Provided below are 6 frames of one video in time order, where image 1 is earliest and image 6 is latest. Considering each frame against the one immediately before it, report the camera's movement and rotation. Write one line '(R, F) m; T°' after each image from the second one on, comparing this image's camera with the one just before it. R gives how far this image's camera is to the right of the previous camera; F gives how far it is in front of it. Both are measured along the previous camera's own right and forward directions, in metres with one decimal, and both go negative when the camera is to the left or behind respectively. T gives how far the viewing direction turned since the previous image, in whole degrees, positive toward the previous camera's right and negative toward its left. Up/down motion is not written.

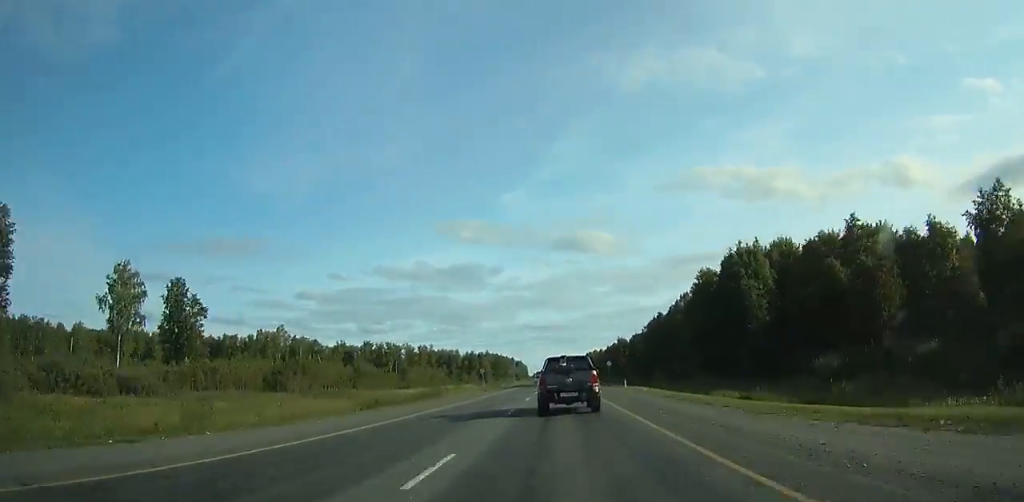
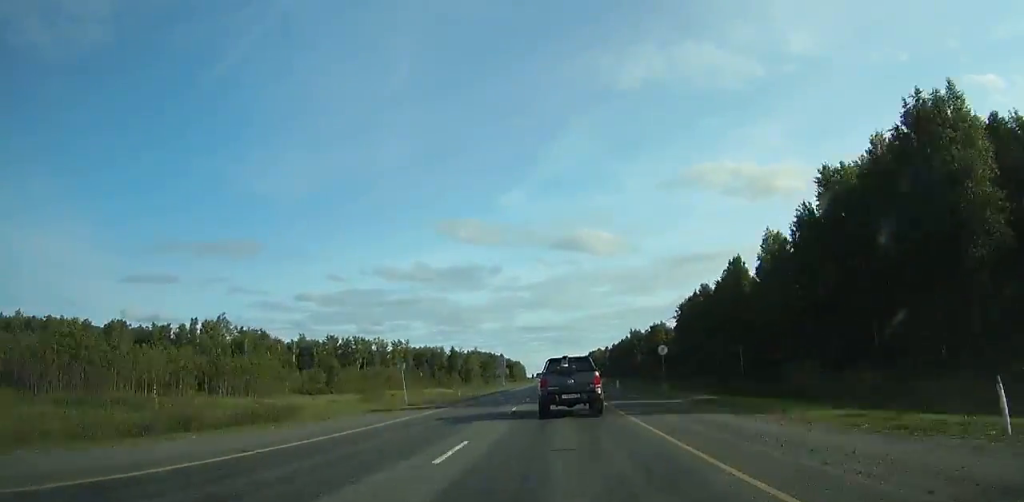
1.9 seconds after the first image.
(0.0, +46.4) m; +1°
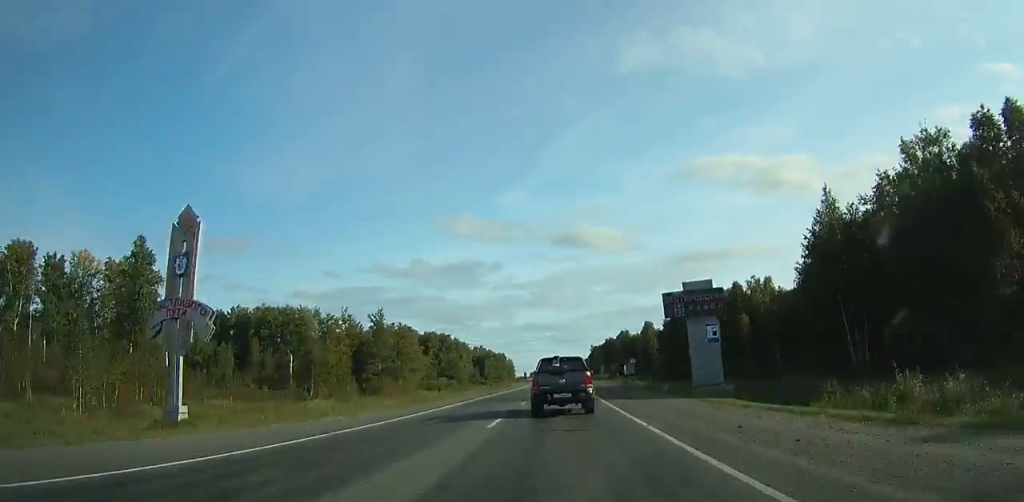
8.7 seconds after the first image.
(+5.9, +162.9) m; -2°
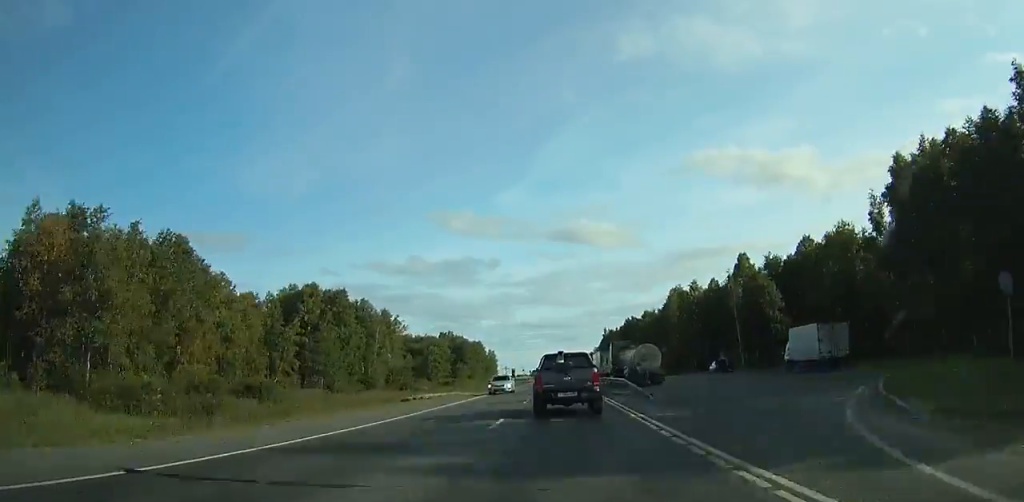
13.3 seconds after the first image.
(-4.6, +109.9) m; -1°
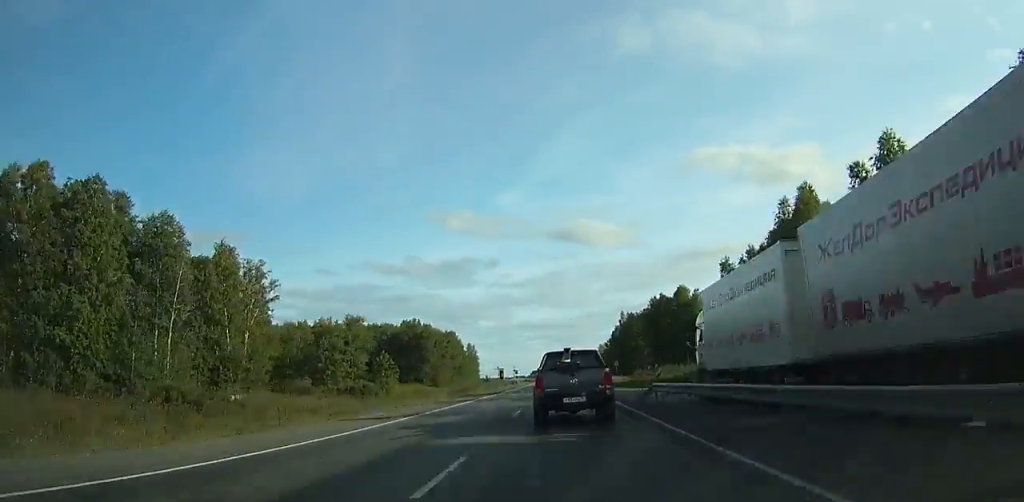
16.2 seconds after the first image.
(+0.3, +68.3) m; +1°
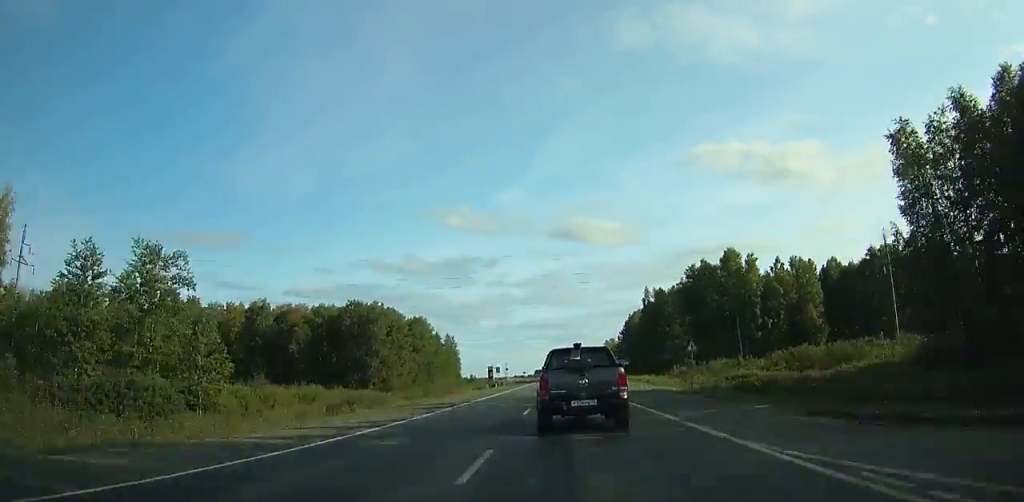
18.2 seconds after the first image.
(+0.5, +46.1) m; +1°
